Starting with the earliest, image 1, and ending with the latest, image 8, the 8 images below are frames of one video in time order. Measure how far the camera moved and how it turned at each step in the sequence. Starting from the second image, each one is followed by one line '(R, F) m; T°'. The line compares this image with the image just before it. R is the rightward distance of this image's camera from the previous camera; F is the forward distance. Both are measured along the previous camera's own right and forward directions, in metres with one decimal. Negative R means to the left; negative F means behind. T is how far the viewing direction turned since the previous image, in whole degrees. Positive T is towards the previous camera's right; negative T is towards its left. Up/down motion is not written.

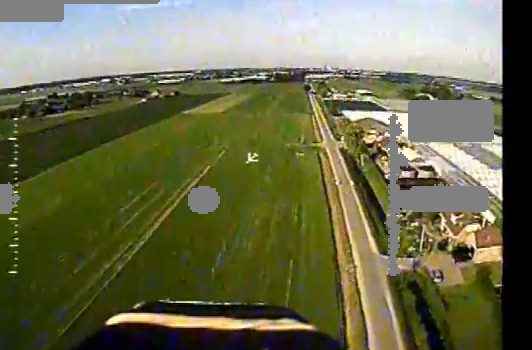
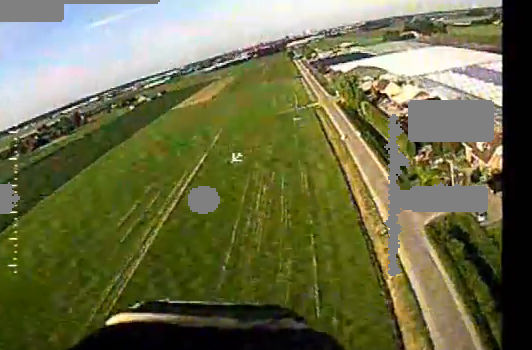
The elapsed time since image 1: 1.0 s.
(0.0, +10.8) m; 0°
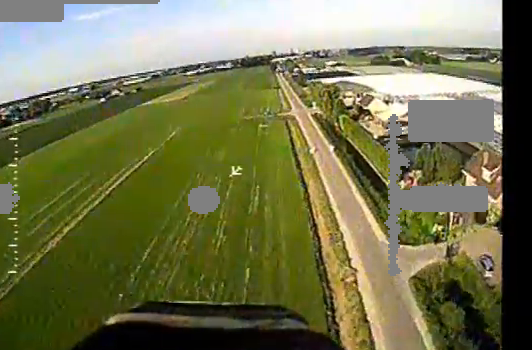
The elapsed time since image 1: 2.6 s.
(0.0, +17.9) m; 0°
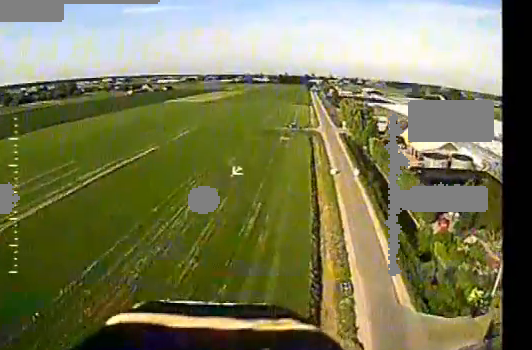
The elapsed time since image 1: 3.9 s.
(0.0, +14.2) m; -2°
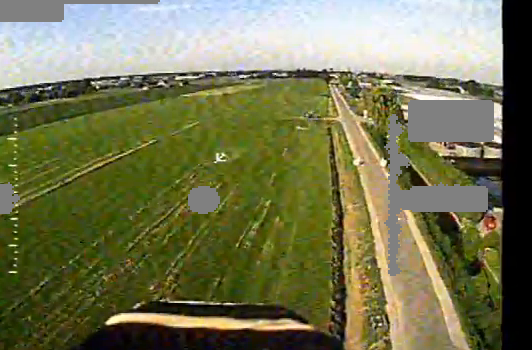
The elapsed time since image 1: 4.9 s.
(-0.3, +11.8) m; -2°
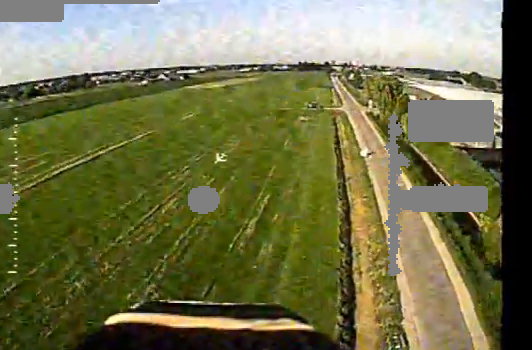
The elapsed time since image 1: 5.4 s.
(0.0, +5.0) m; 0°
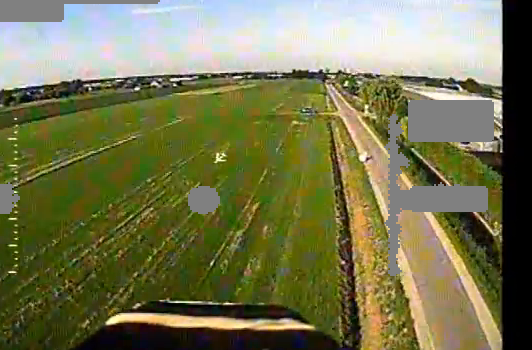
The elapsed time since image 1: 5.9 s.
(0.0, +5.7) m; 0°
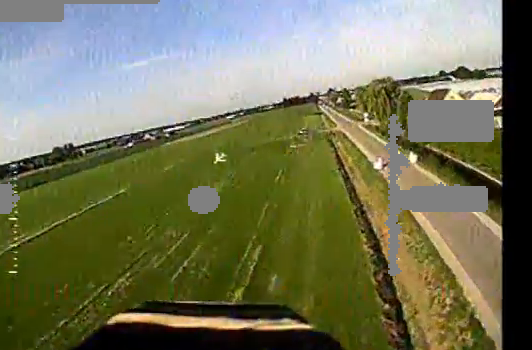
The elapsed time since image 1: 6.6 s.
(0.0, +8.3) m; 0°
